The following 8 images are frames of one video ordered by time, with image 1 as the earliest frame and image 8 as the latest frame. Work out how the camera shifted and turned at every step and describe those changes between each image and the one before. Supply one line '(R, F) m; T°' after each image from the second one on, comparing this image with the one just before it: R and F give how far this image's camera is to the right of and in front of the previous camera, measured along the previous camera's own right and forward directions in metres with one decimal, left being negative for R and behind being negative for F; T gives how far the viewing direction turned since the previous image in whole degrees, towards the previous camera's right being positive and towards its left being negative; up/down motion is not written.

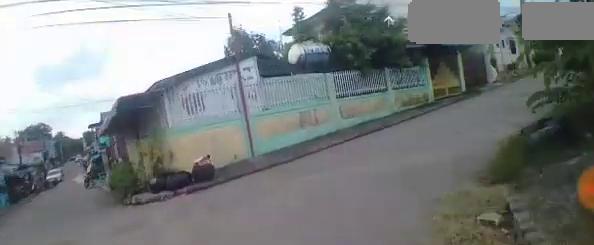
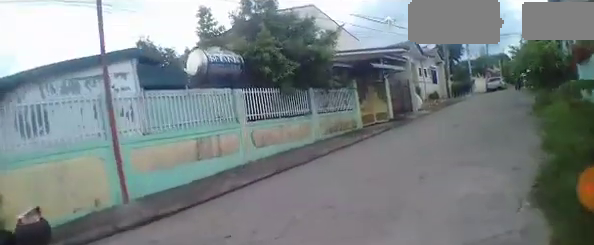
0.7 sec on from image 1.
(+0.4, +1.8) m; +21°
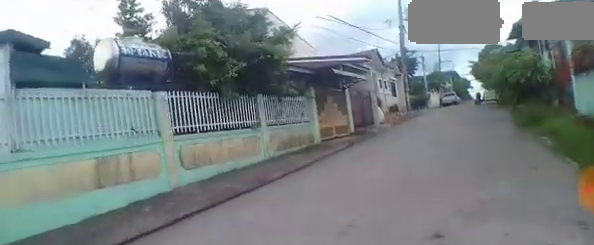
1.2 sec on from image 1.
(+0.3, +1.8) m; +9°
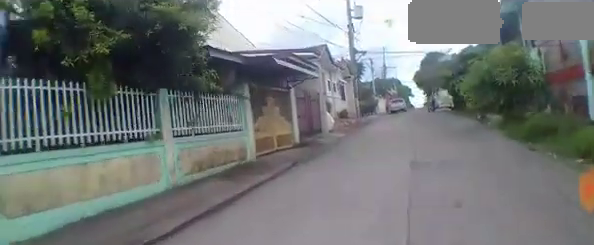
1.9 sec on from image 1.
(+0.3, +2.5) m; +7°
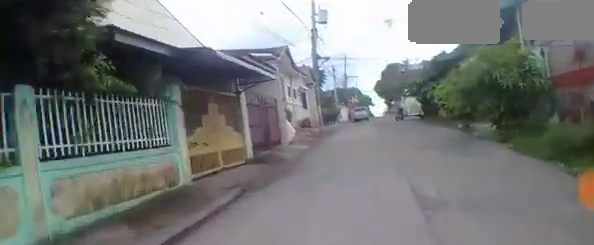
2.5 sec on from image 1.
(0.0, +2.8) m; +1°
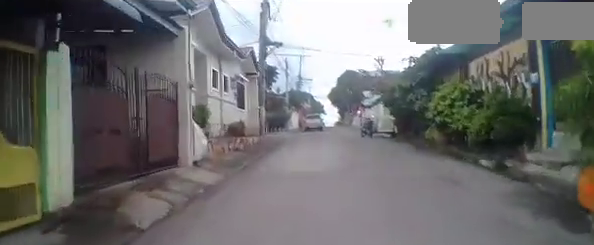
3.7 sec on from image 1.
(+0.2, +6.6) m; +6°
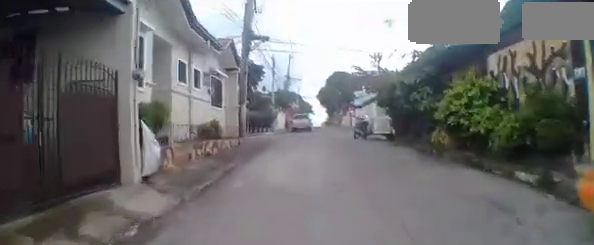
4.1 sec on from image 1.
(+0.1, +2.2) m; +3°
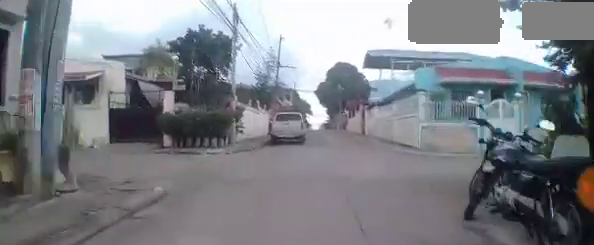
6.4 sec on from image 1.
(+1.4, +12.5) m; +9°
